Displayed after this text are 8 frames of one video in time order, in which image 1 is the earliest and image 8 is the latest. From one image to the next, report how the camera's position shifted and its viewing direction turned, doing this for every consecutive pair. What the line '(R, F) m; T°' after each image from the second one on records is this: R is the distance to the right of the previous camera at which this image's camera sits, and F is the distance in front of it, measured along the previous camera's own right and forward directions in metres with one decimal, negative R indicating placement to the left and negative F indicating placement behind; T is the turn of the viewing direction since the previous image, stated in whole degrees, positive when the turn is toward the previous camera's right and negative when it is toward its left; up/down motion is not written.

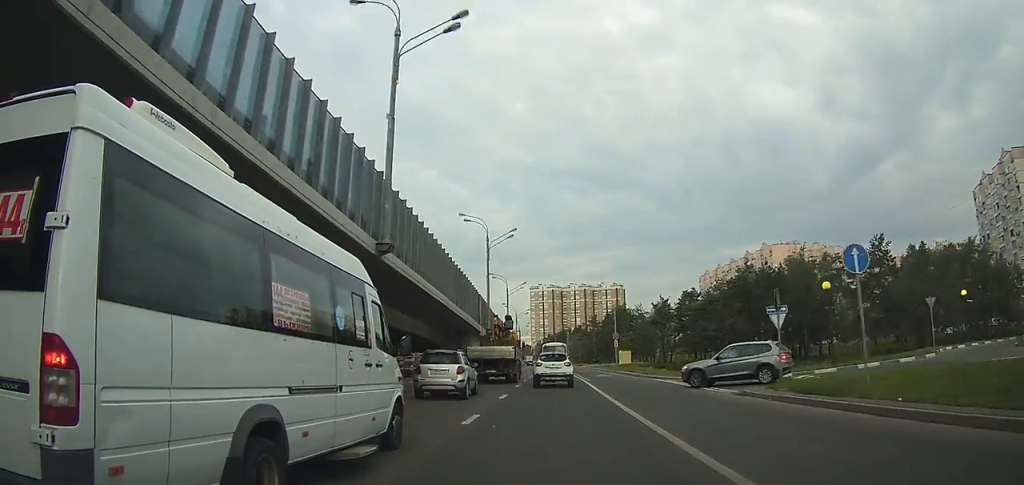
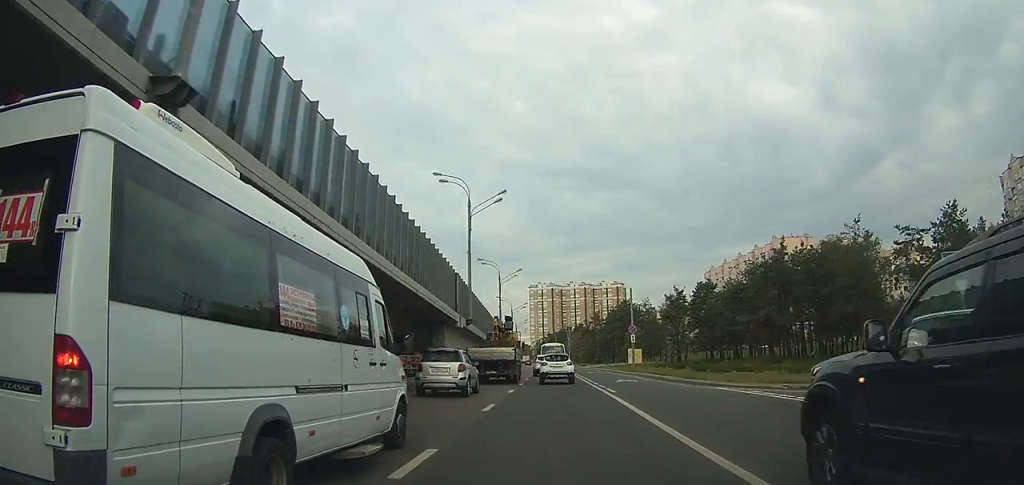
(-0.1, +13.5) m; 0°
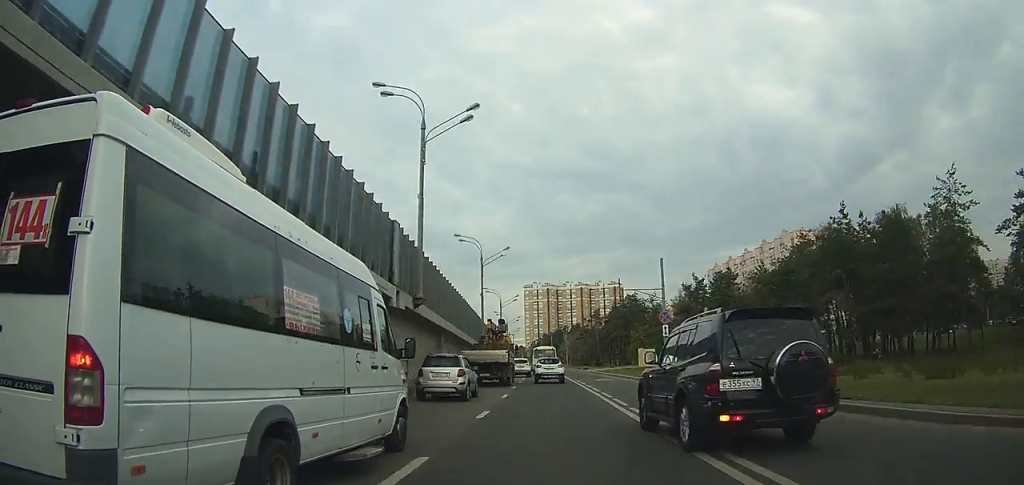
(0.0, +16.0) m; 0°
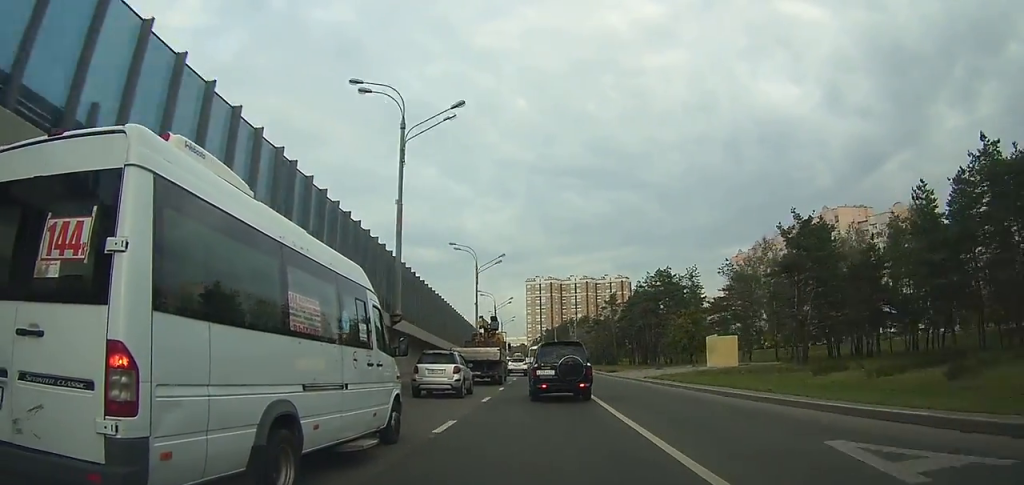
(+0.3, +36.3) m; 0°
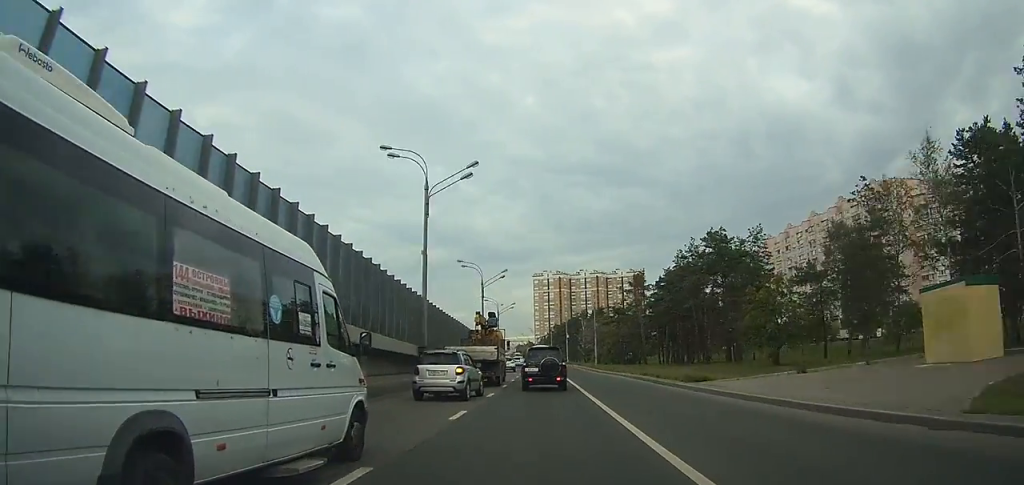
(0.0, +30.1) m; 0°
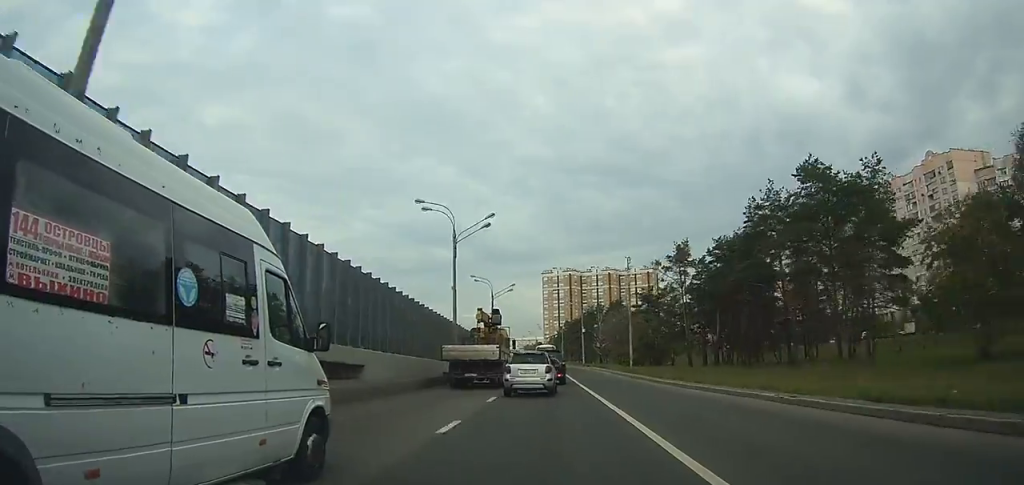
(-0.1, +27.0) m; -1°
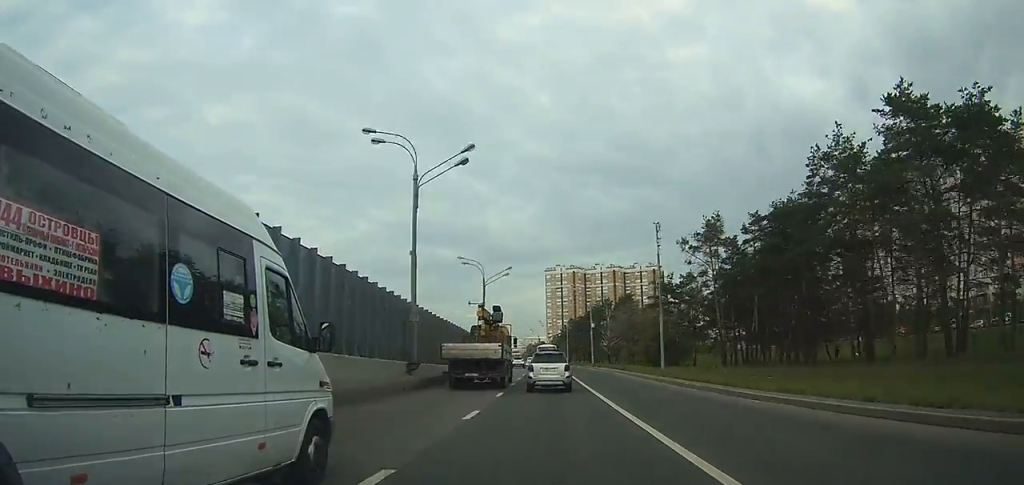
(0.0, +13.6) m; -1°
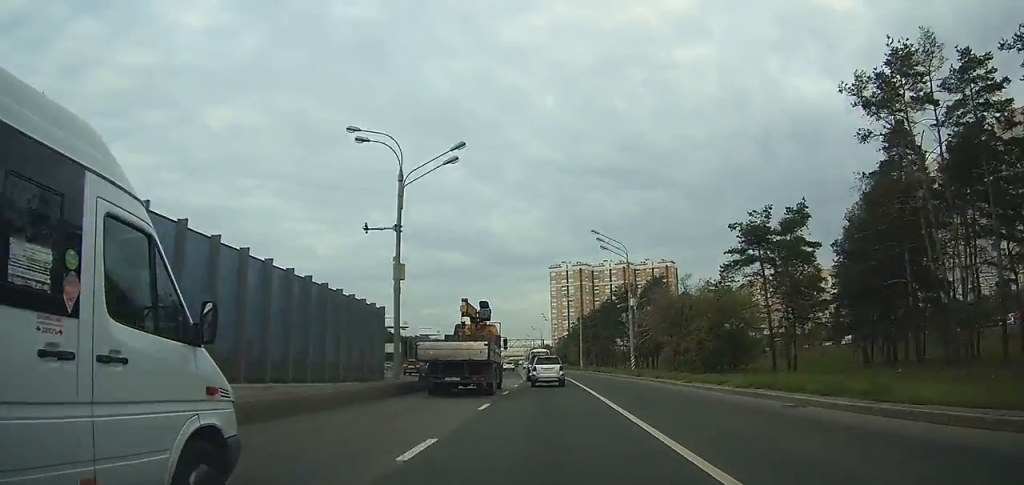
(-0.5, +36.3) m; -1°
